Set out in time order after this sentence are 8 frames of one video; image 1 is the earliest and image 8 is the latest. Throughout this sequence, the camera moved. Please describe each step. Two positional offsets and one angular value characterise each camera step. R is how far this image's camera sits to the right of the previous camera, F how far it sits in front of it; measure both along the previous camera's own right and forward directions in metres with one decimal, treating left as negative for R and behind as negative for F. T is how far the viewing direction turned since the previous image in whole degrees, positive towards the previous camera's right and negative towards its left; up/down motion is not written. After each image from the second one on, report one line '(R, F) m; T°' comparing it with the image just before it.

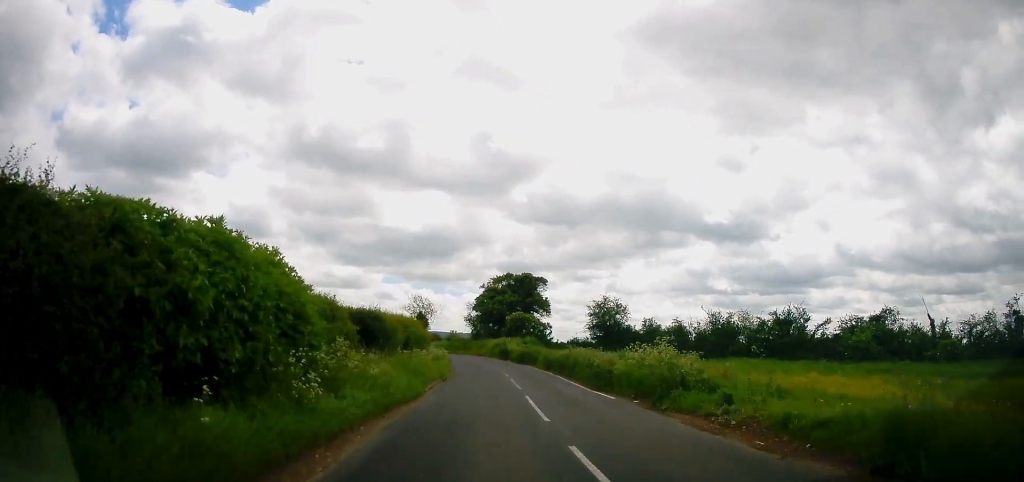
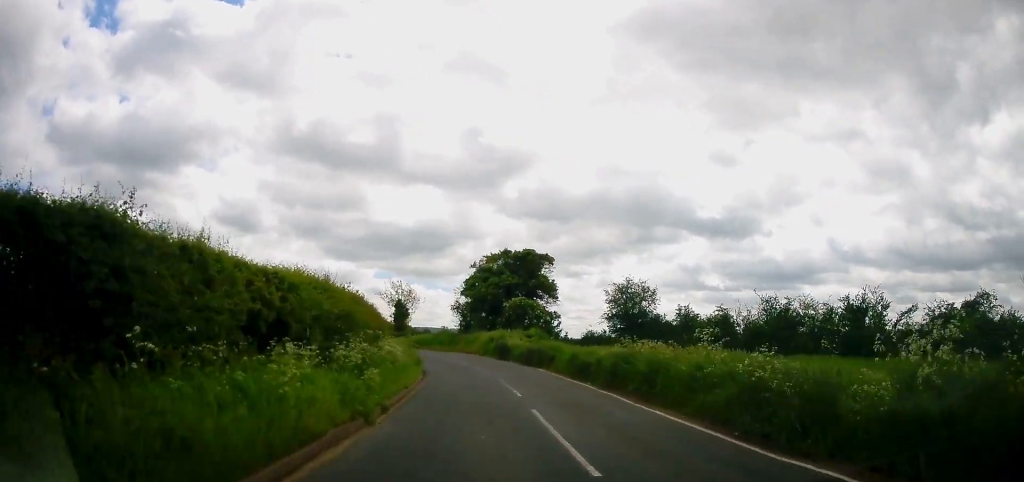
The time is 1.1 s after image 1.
(+0.3, +14.0) m; +2°
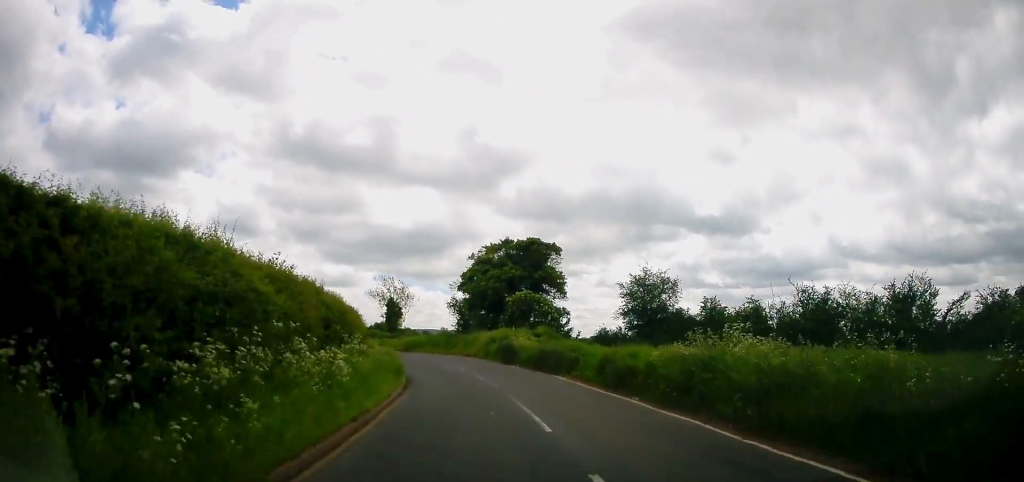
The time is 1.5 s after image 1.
(0.0, +5.9) m; 0°
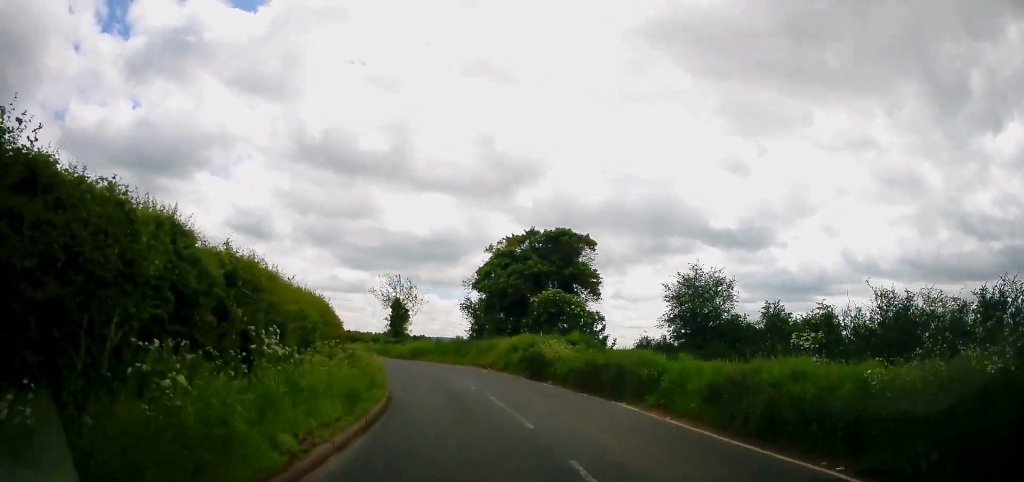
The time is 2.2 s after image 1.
(+0.1, +7.8) m; -1°
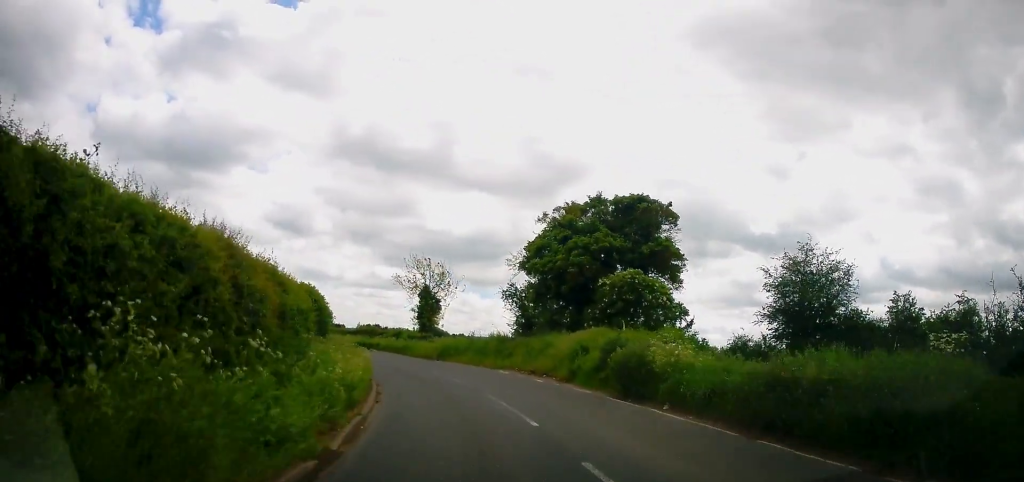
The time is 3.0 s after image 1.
(-0.2, +9.4) m; -4°
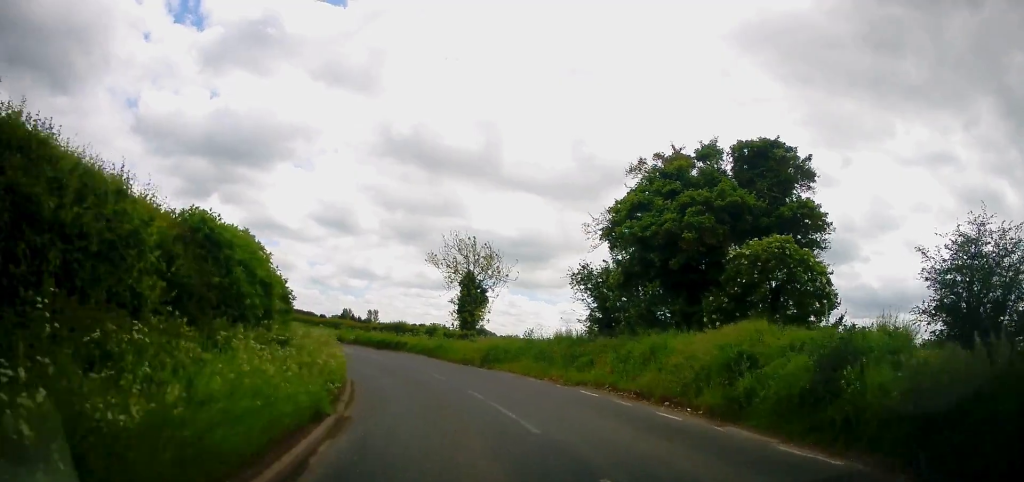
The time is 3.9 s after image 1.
(-0.6, +9.7) m; -7°
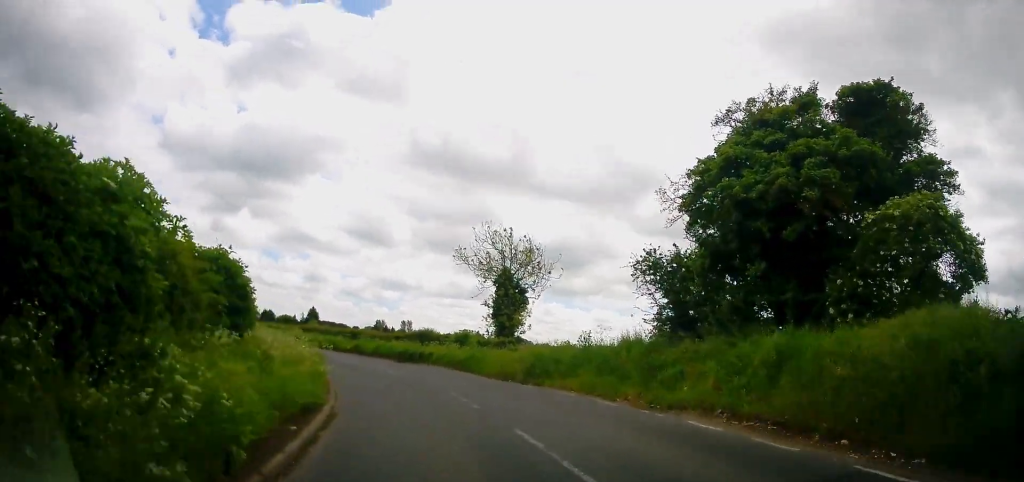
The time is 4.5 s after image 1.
(-0.2, +5.5) m; -4°
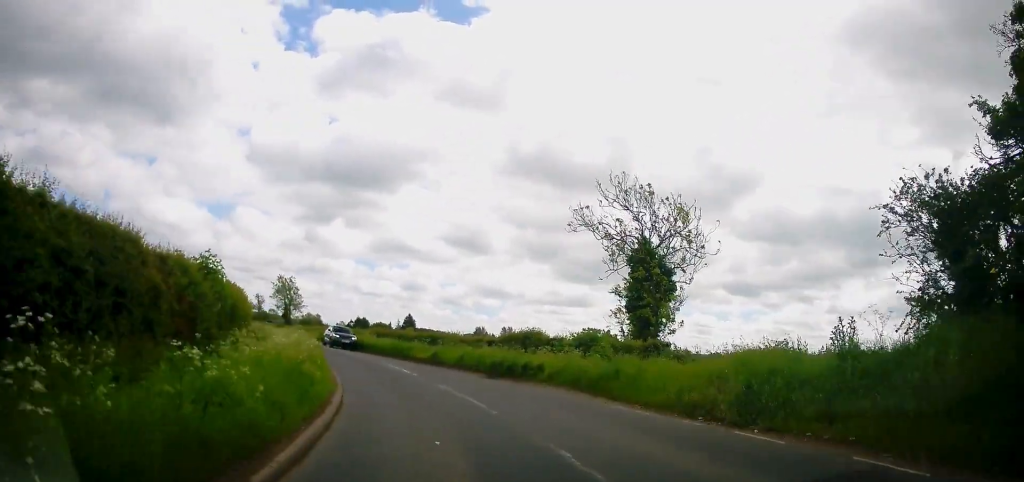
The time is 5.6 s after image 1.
(-0.7, +10.0) m; -7°
